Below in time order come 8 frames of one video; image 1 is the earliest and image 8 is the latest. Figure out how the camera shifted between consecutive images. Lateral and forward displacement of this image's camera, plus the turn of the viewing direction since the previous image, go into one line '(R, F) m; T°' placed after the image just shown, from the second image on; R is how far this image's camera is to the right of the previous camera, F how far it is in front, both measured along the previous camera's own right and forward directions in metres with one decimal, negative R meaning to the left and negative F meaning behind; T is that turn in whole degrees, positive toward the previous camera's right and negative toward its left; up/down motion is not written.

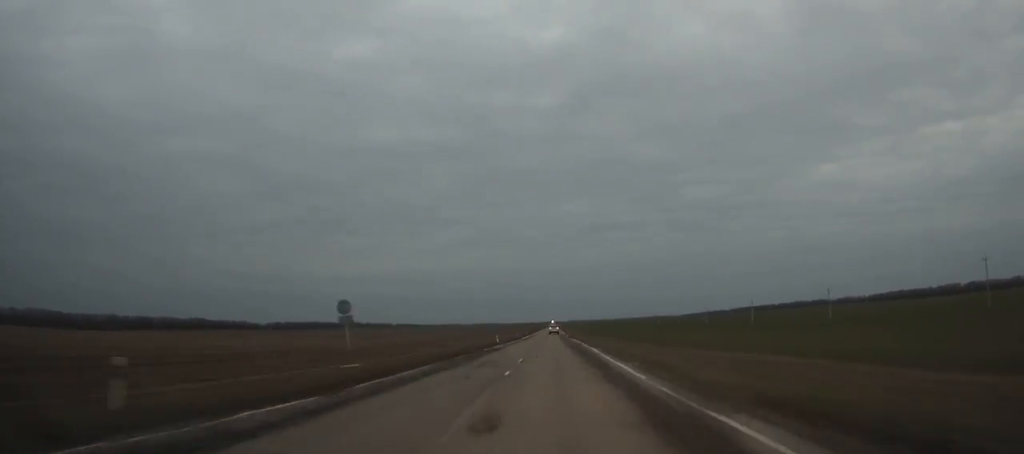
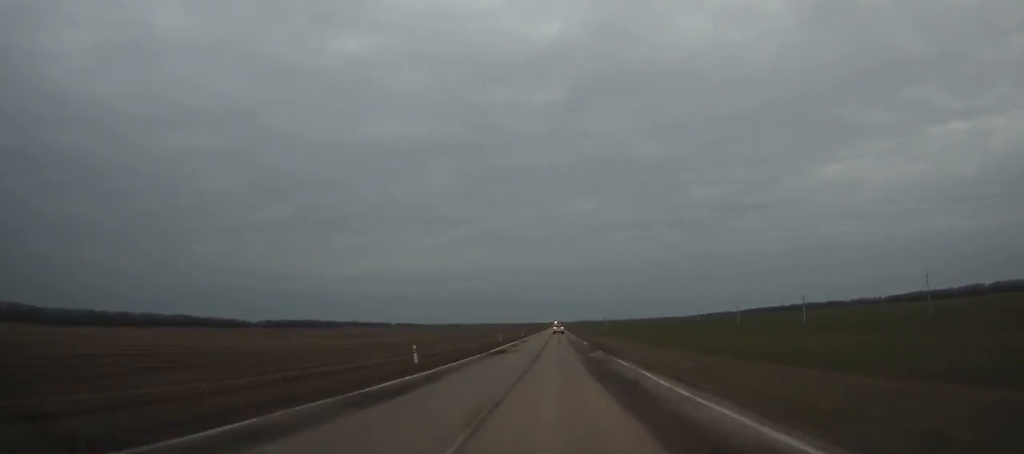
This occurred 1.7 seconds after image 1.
(0.0, +44.2) m; 0°
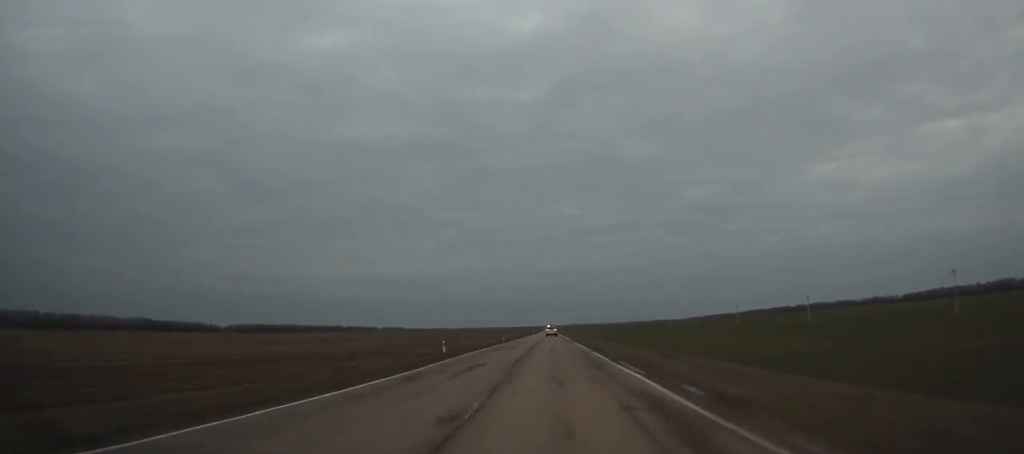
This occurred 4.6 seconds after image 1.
(+0.3, +75.6) m; 0°
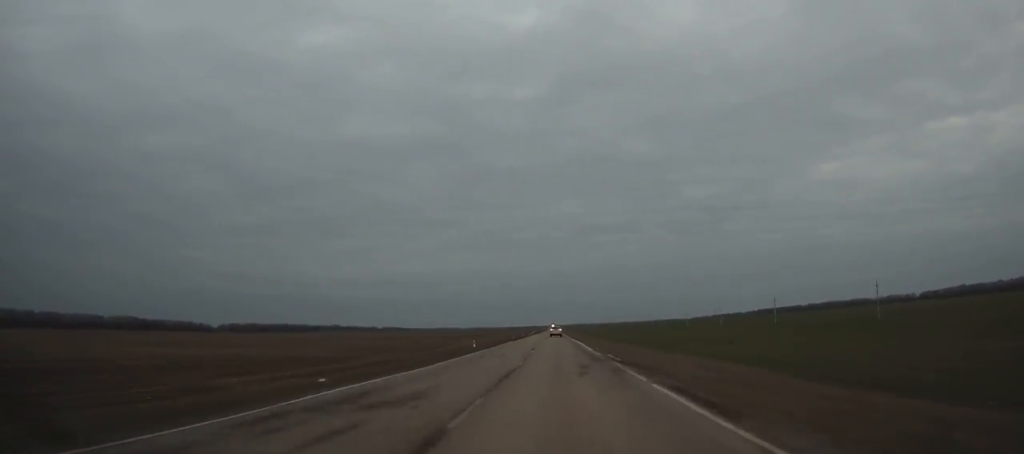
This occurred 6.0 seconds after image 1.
(-0.1, +36.3) m; 0°
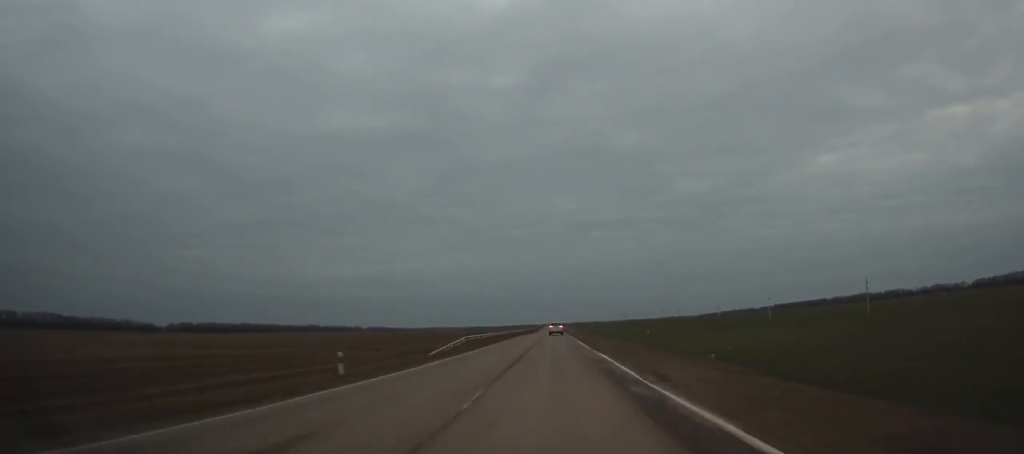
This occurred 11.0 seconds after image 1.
(-0.1, +128.2) m; 0°
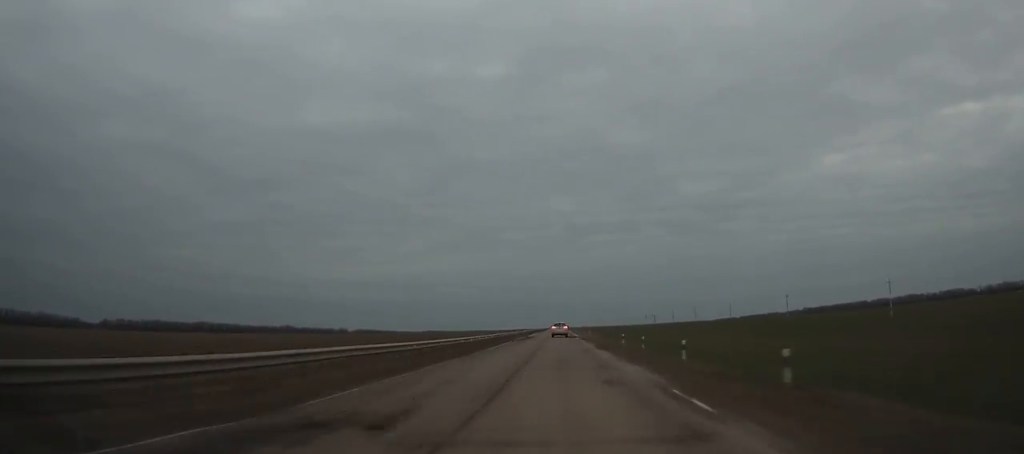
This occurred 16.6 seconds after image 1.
(-0.2, +139.4) m; 0°
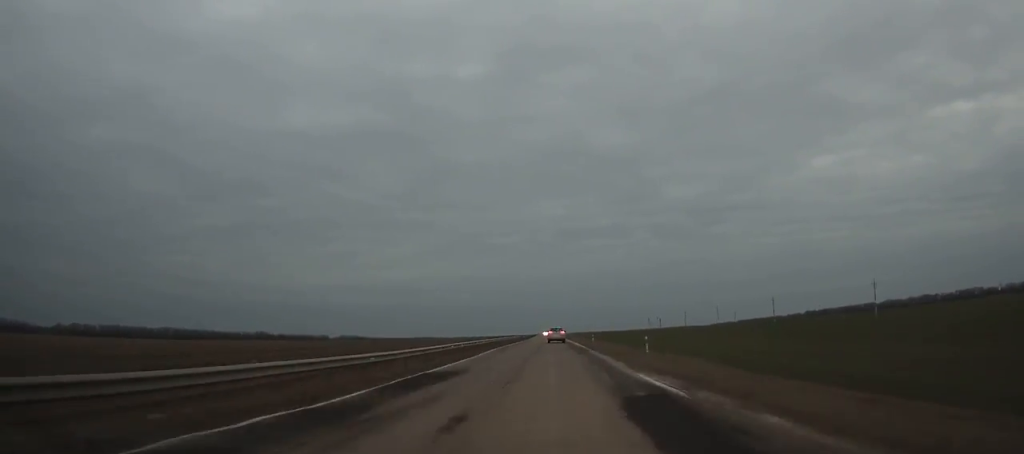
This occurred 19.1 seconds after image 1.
(+0.1, +60.7) m; 0°
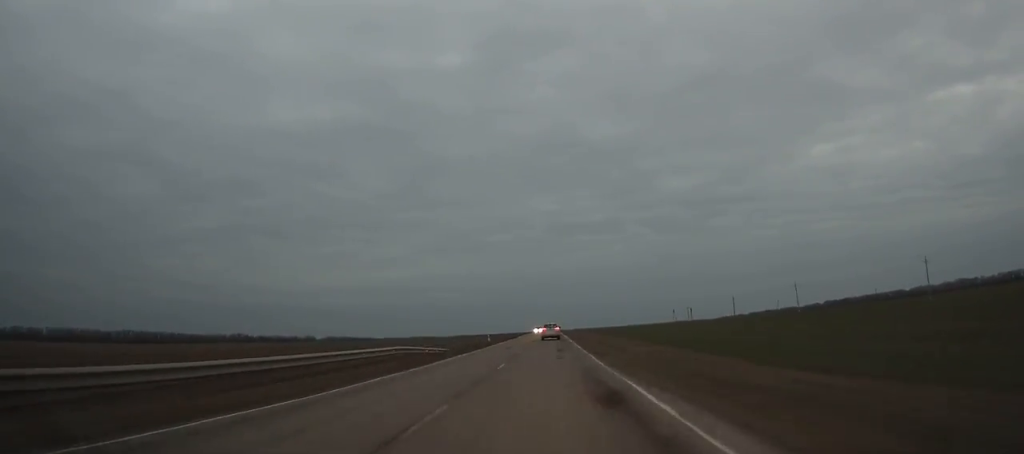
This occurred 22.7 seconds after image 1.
(+0.2, +85.7) m; 0°
